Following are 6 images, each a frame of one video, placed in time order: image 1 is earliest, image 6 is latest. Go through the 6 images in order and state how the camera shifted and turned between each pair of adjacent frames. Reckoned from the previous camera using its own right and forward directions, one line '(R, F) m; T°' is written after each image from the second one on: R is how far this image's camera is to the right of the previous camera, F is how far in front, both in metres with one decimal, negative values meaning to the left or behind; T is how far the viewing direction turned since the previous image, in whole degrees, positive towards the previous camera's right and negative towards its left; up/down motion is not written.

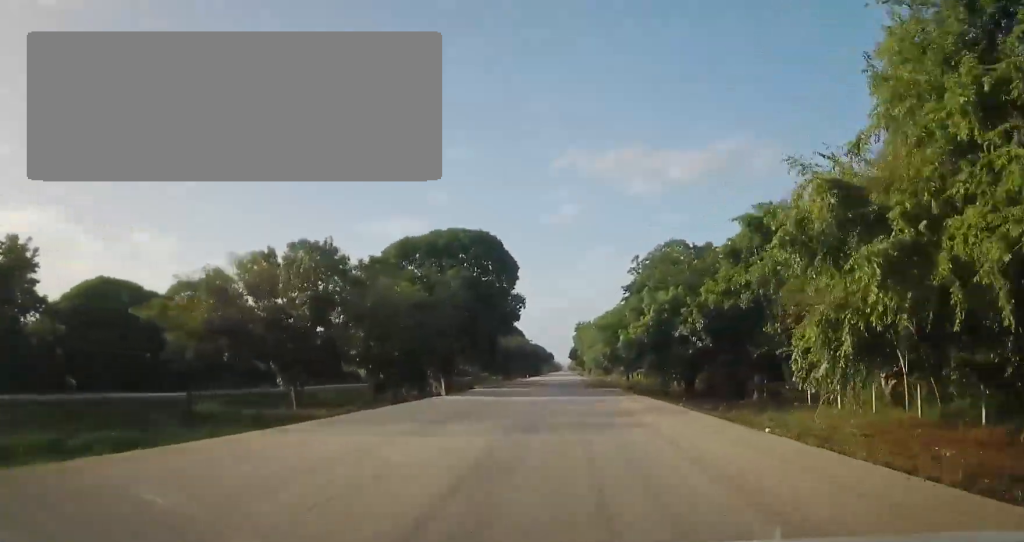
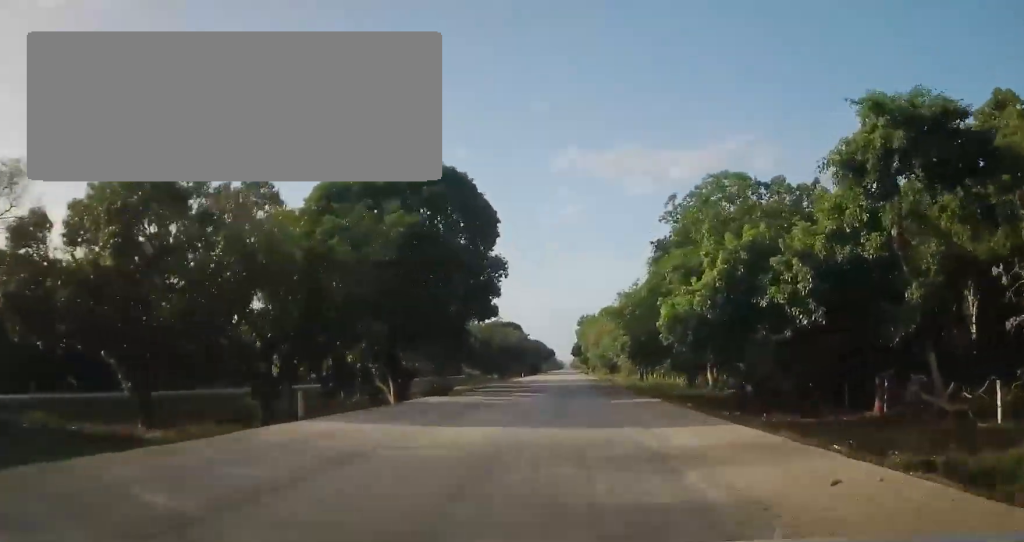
(-0.2, +16.8) m; -1°
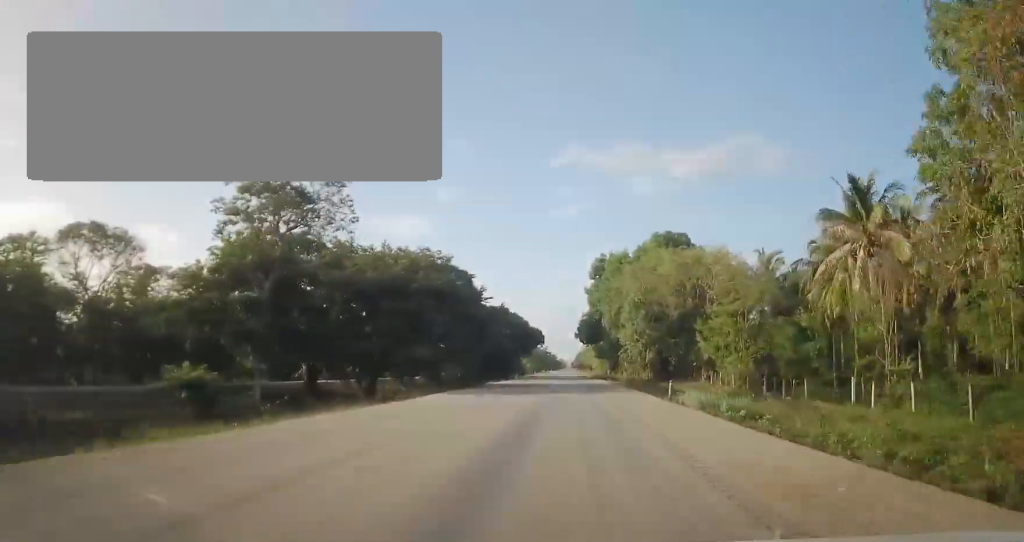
(-1.1, +90.6) m; 0°
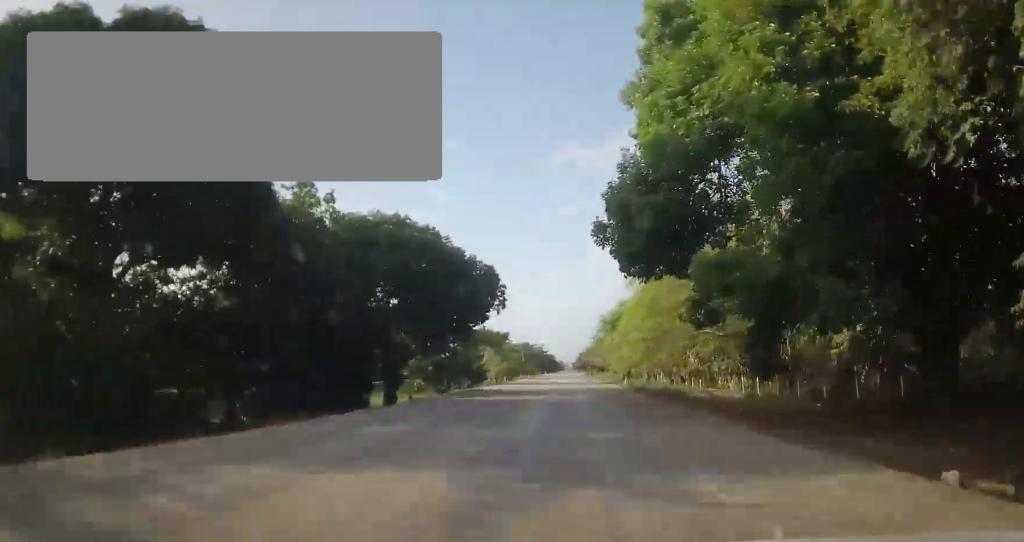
(+0.6, +59.0) m; 0°
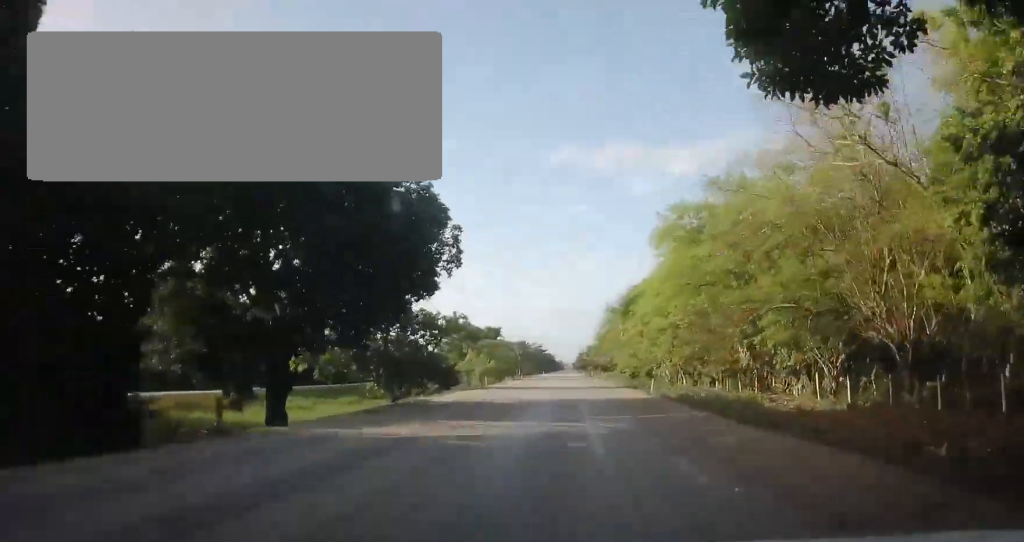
(-0.1, +15.0) m; 0°
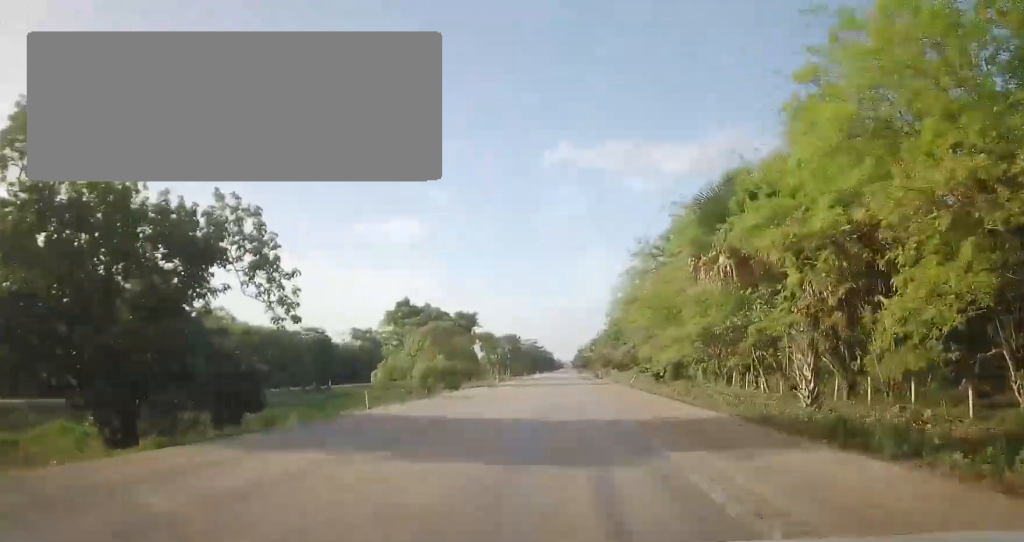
(0.0, +30.2) m; +1°
